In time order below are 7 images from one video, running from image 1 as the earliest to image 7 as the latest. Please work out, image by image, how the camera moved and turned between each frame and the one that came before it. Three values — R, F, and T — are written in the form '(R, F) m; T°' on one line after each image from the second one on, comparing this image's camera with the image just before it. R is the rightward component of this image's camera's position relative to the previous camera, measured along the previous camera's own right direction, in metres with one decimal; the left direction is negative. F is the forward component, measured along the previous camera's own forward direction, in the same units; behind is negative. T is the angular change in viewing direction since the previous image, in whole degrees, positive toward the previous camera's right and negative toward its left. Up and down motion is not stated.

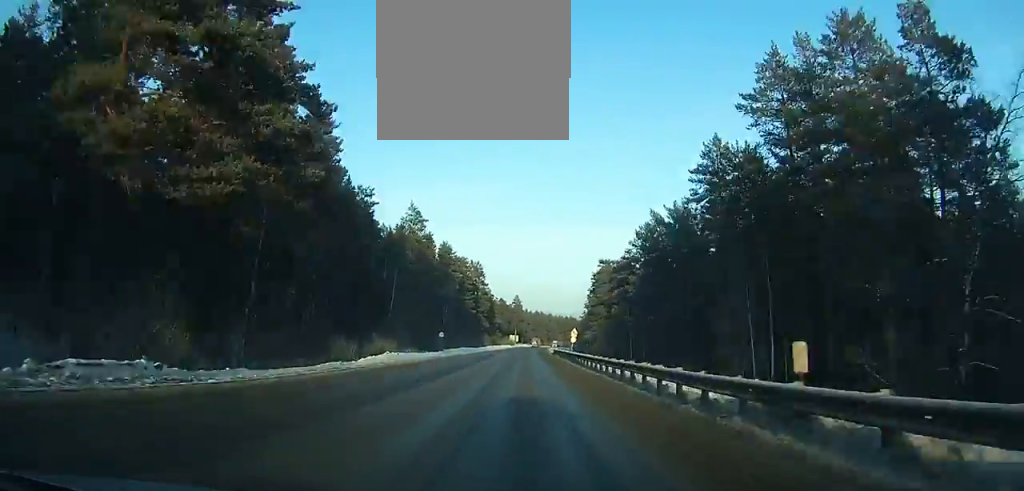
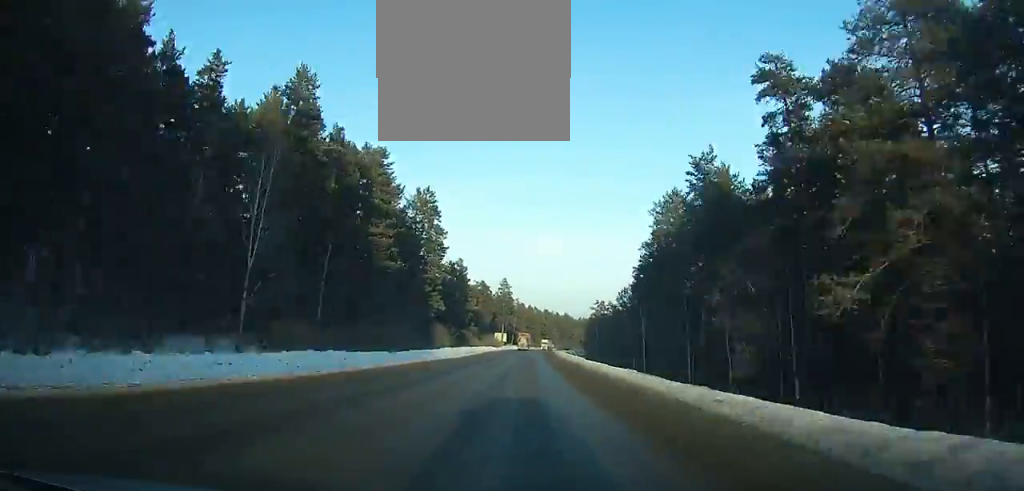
(+0.9, +84.0) m; +2°
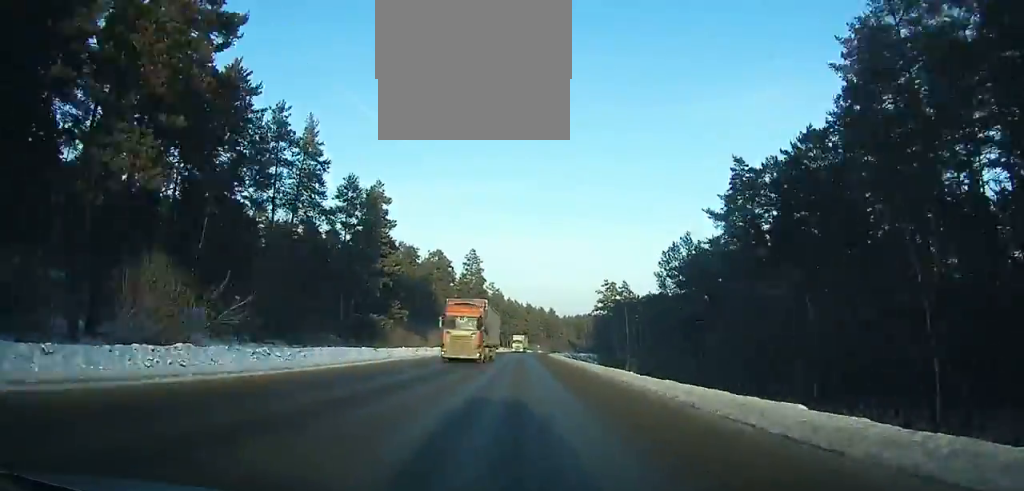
(+1.2, +68.6) m; +2°
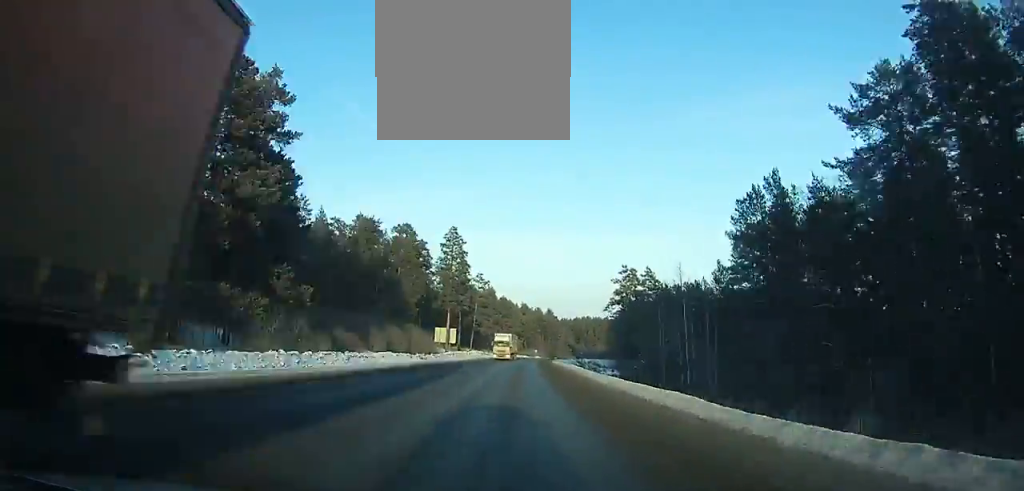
(+0.1, +34.0) m; +1°
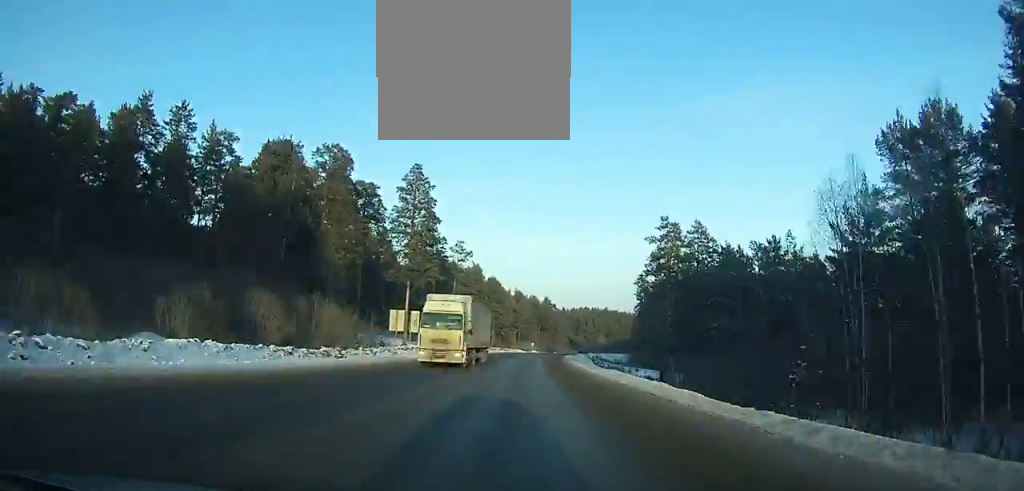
(+0.3, +36.5) m; +2°
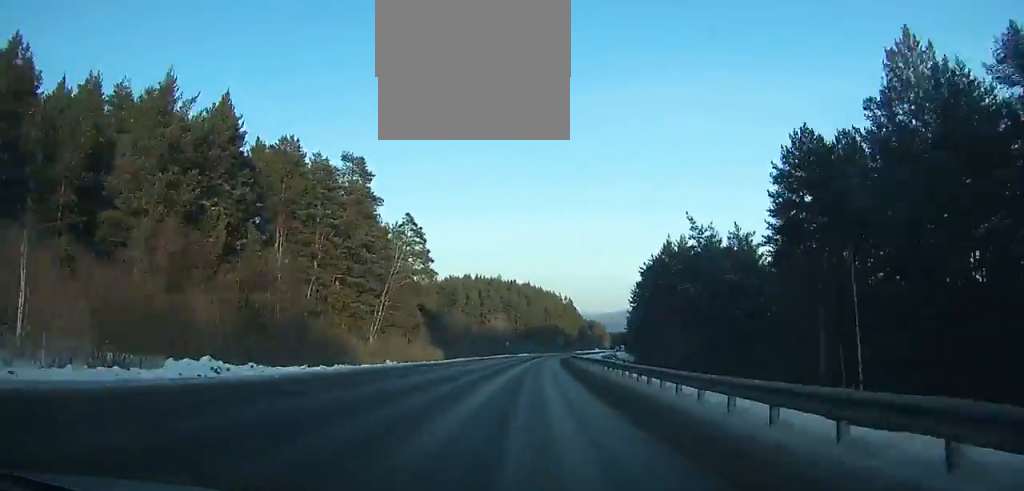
(+20.2, +198.3) m; +13°
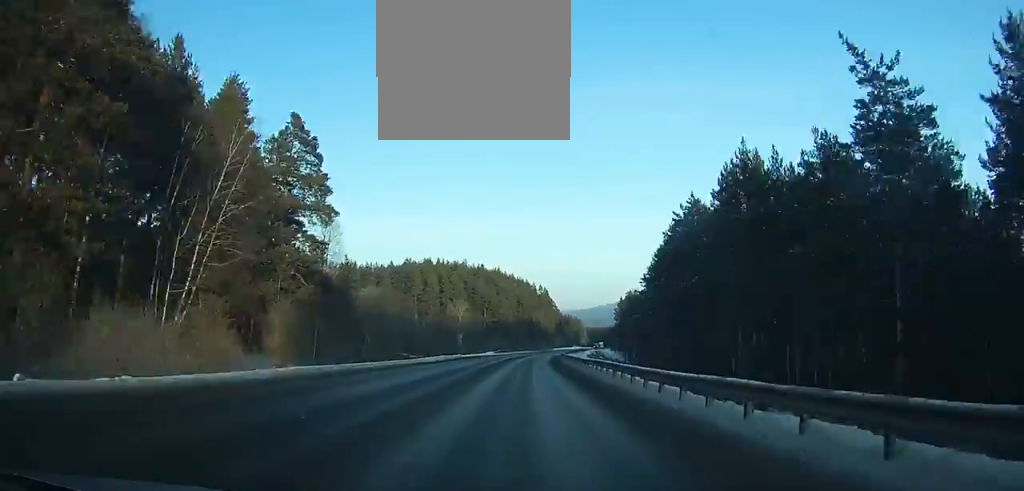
(+1.4, +41.3) m; +2°
